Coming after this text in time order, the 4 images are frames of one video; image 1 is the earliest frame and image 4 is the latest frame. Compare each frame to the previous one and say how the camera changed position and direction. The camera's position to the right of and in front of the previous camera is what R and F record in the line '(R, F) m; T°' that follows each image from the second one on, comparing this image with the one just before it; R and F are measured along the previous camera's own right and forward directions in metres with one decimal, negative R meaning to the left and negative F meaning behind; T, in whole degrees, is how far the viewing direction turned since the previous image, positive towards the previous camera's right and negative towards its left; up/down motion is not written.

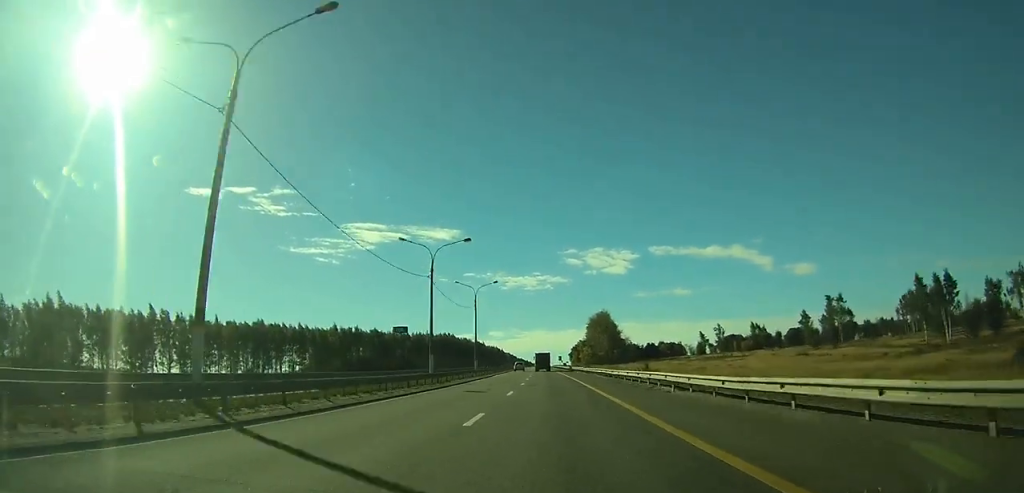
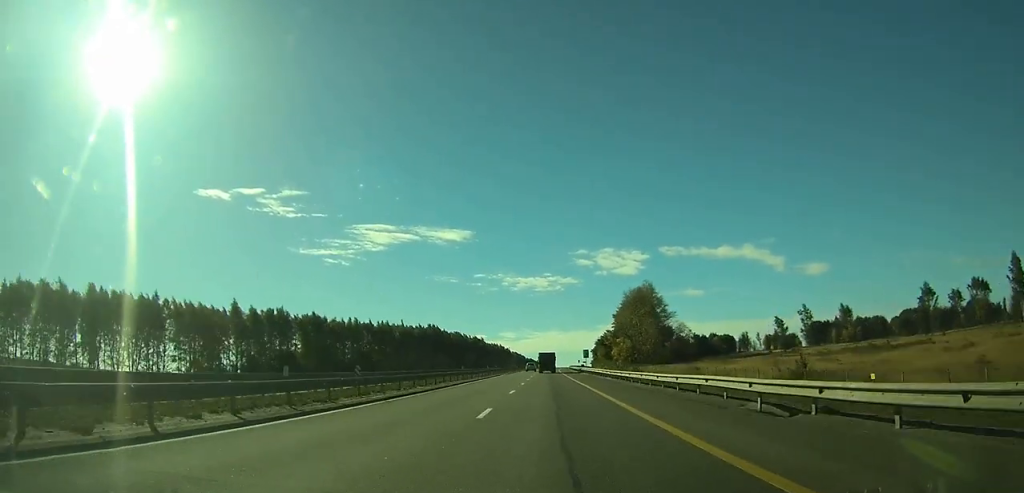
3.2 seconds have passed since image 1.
(-1.0, +82.0) m; -1°
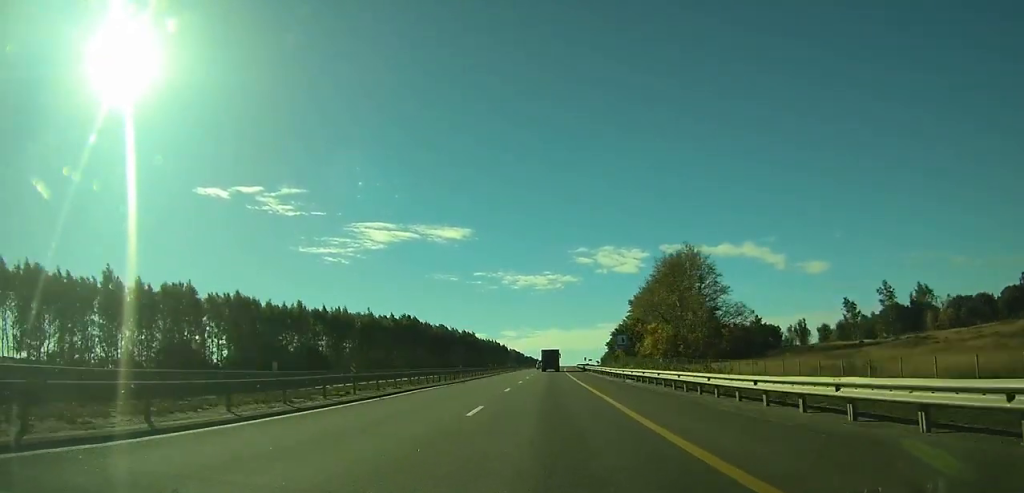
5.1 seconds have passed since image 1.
(-0.3, +47.7) m; 0°
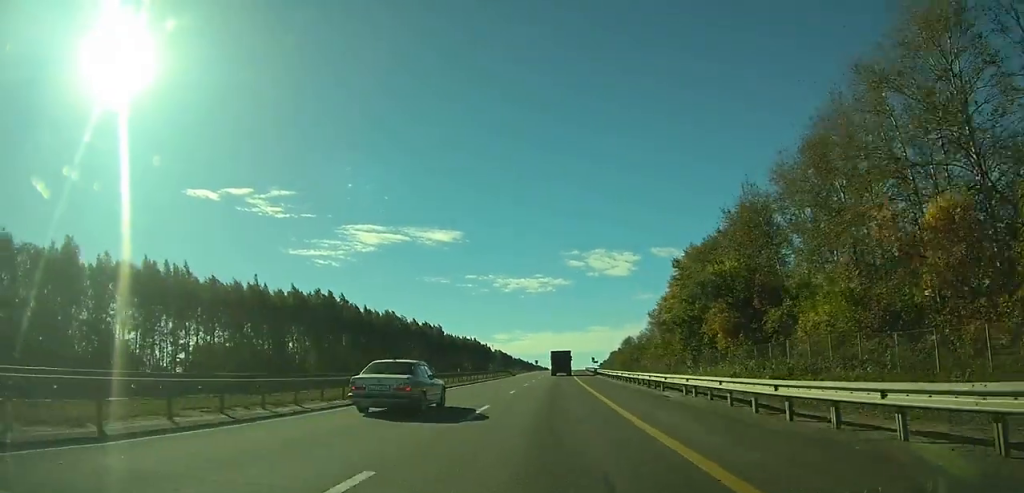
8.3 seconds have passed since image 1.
(0.0, +81.8) m; 0°
